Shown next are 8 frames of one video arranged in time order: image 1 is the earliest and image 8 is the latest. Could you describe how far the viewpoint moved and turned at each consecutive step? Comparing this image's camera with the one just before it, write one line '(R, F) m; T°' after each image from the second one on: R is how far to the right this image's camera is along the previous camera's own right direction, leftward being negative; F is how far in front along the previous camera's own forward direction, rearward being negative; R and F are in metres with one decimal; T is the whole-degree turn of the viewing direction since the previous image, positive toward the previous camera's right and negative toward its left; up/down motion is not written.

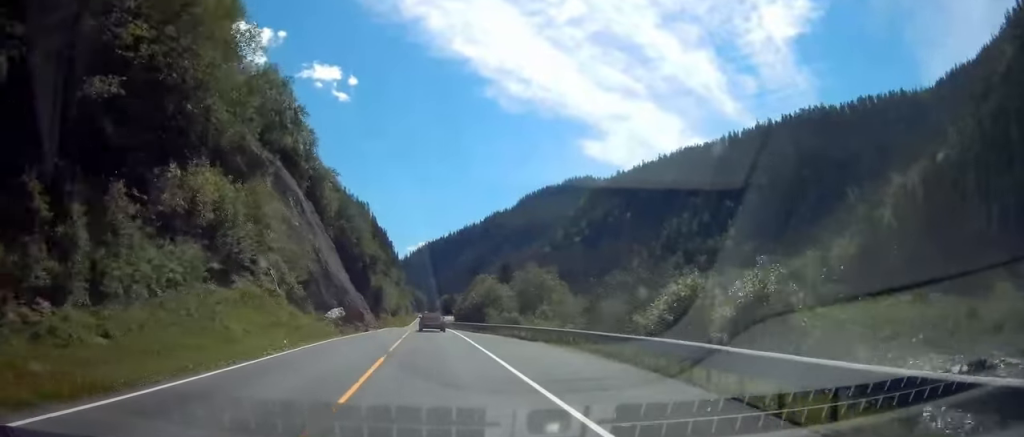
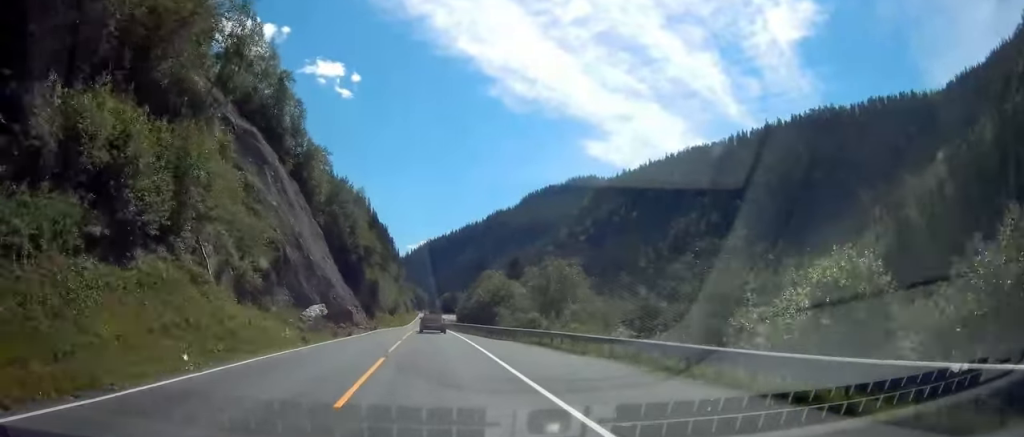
(+0.1, +12.7) m; 0°
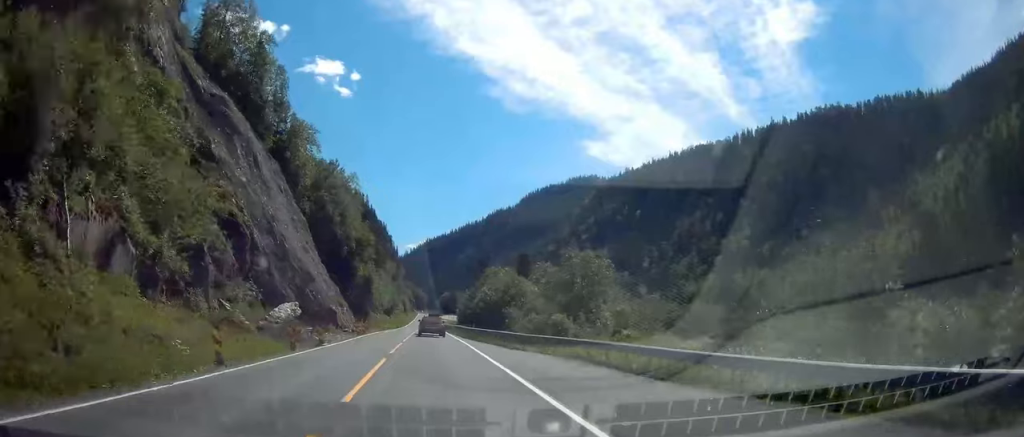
(0.0, +11.8) m; 0°
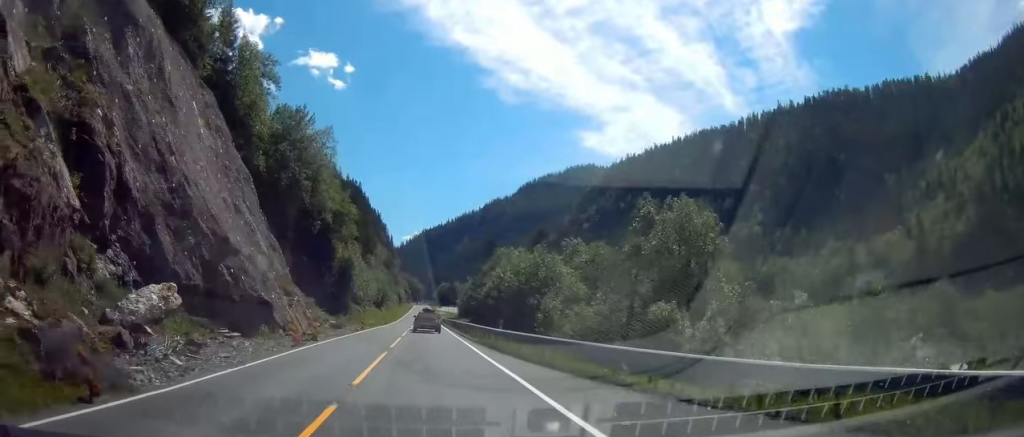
(0.0, +21.5) m; -1°
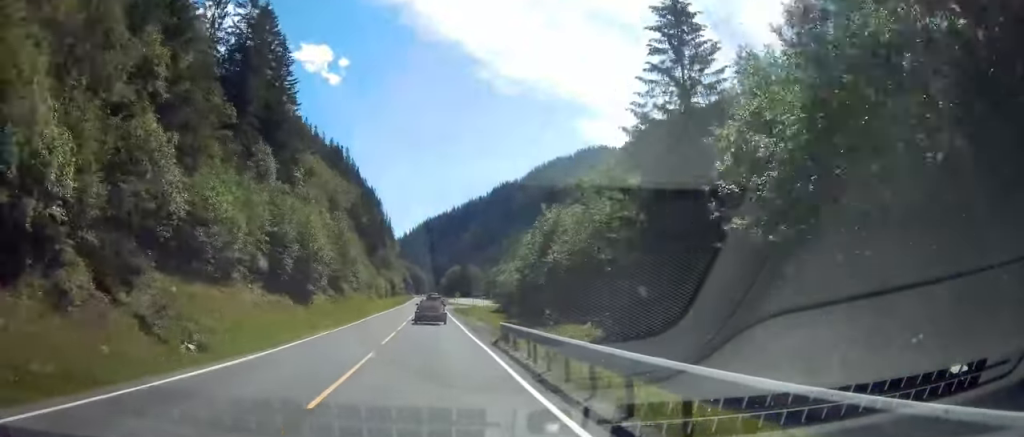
(-0.3, +86.6) m; +1°
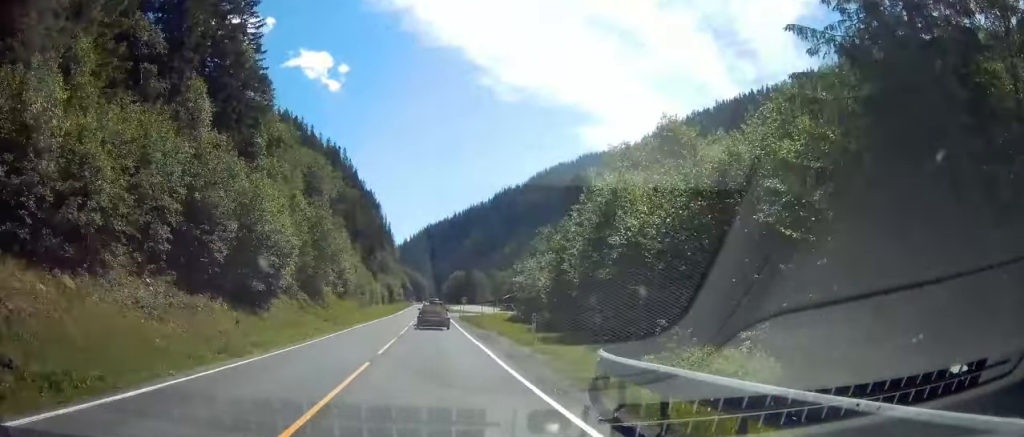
(+0.1, +15.2) m; 0°
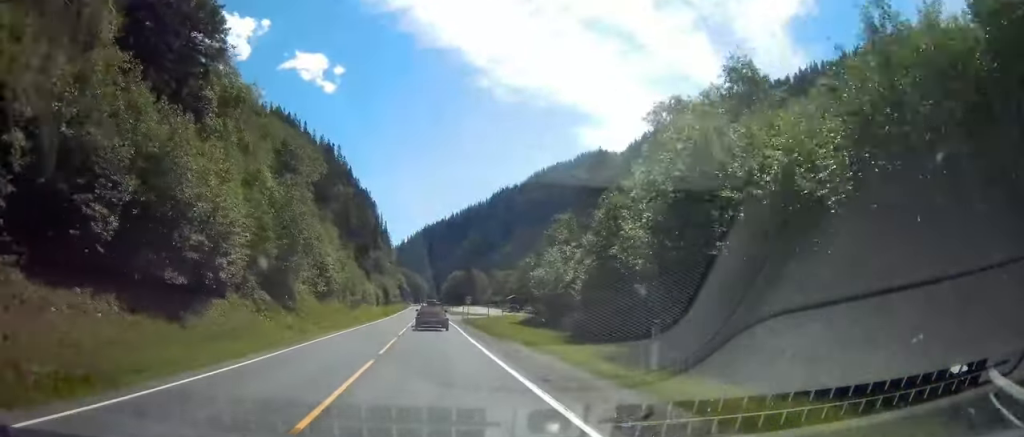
(0.0, +11.5) m; 0°
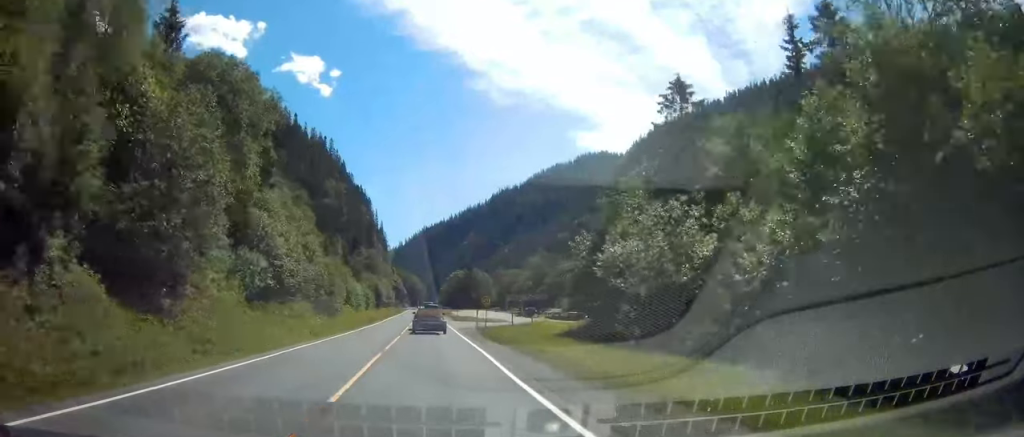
(0.0, +21.2) m; -1°
